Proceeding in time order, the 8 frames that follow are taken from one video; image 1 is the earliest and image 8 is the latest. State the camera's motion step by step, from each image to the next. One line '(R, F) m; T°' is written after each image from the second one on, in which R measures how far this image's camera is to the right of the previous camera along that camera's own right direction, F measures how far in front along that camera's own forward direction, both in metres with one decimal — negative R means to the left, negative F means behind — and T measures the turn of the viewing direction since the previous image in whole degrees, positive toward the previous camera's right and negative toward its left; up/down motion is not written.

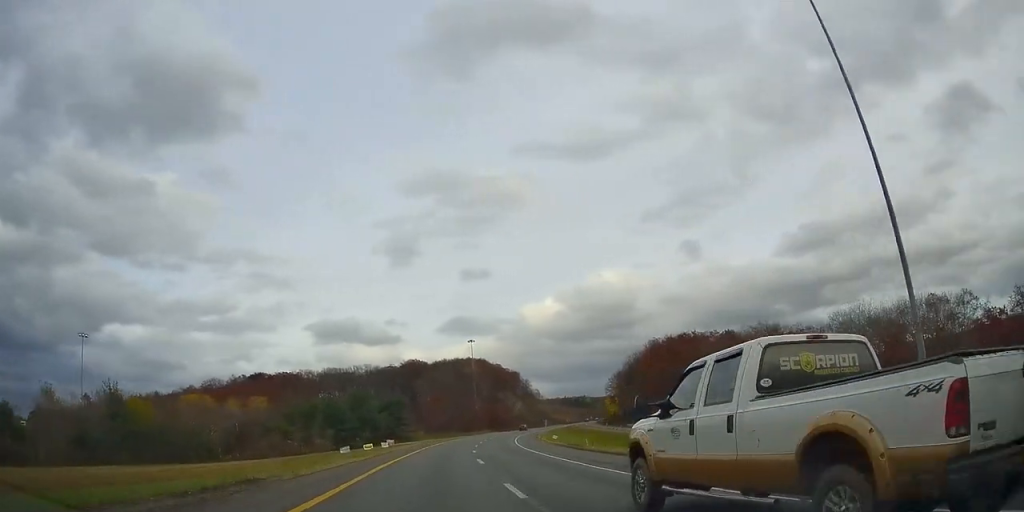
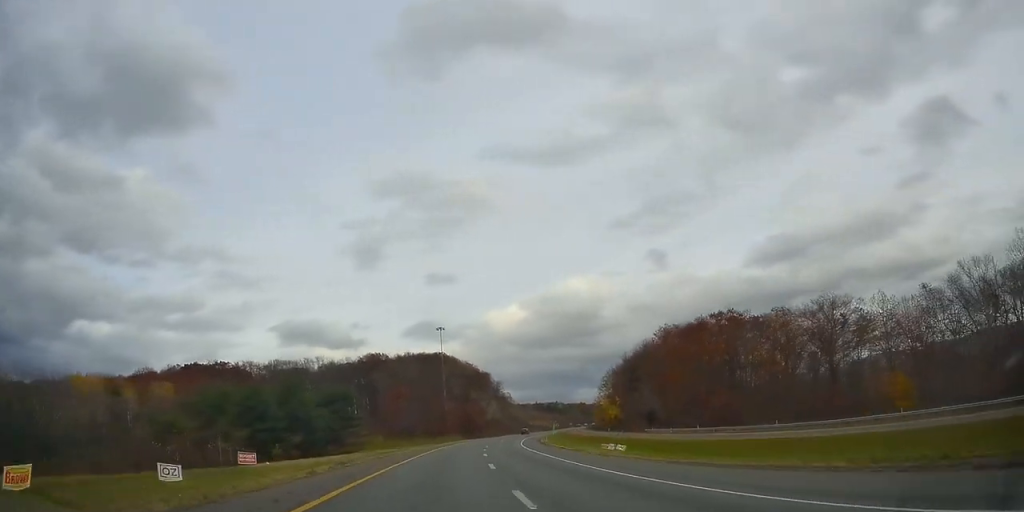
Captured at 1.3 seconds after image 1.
(+1.1, +37.4) m; +4°
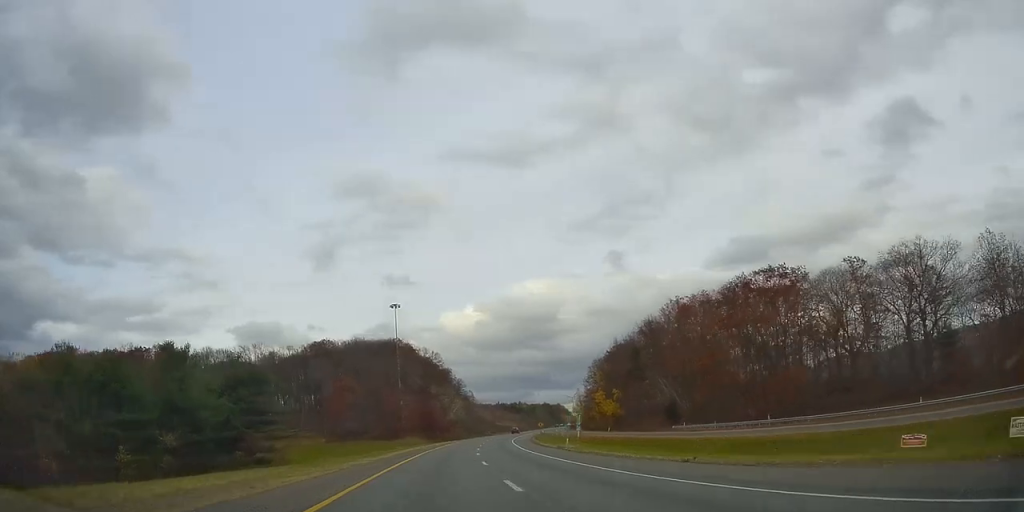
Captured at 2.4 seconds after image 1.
(+1.4, +33.5) m; +4°
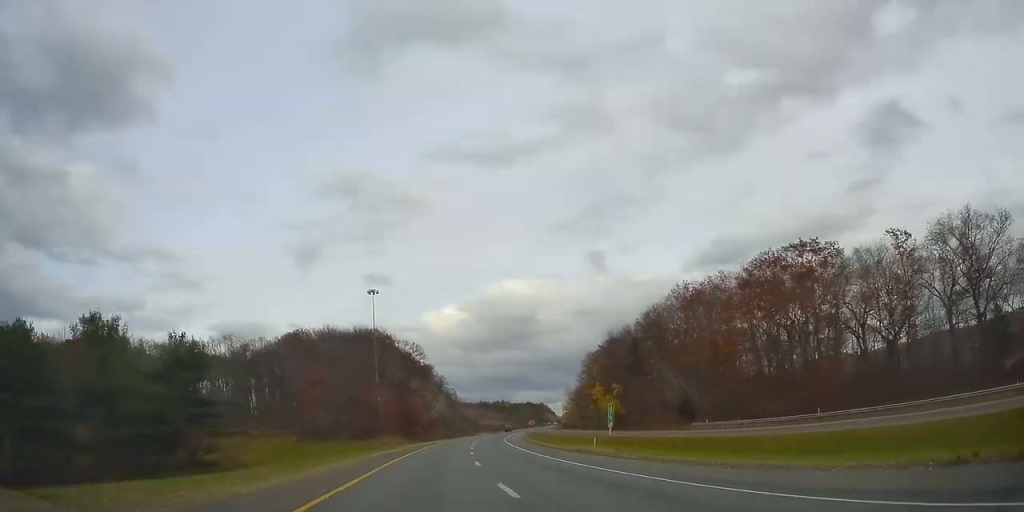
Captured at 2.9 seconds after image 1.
(+0.2, +13.4) m; +1°
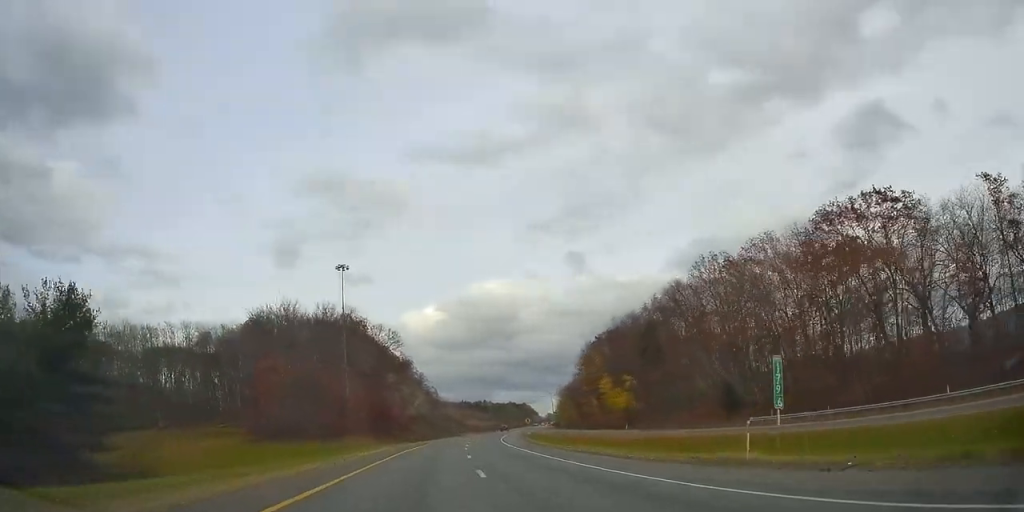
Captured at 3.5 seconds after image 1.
(-0.1, +19.8) m; +1°
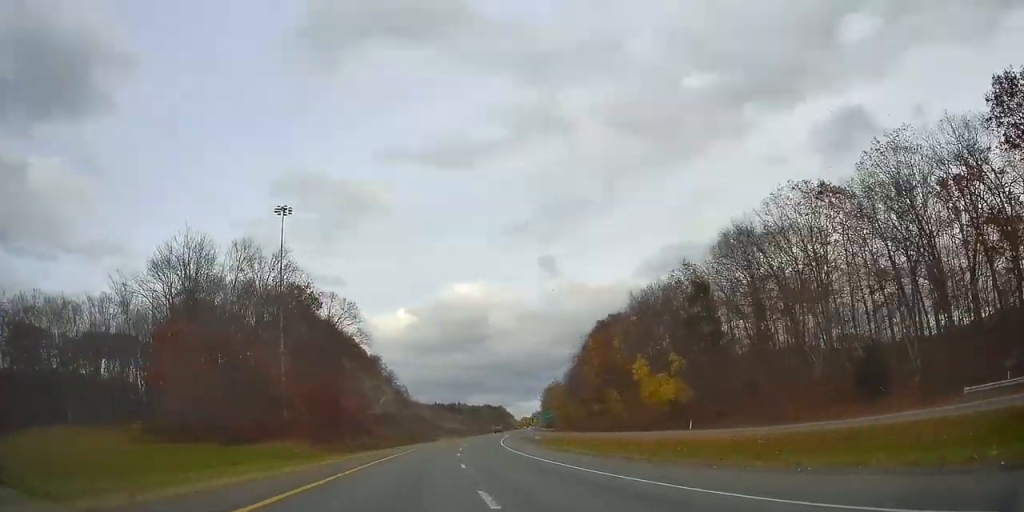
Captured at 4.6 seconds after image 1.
(+0.9, +31.1) m; +3°
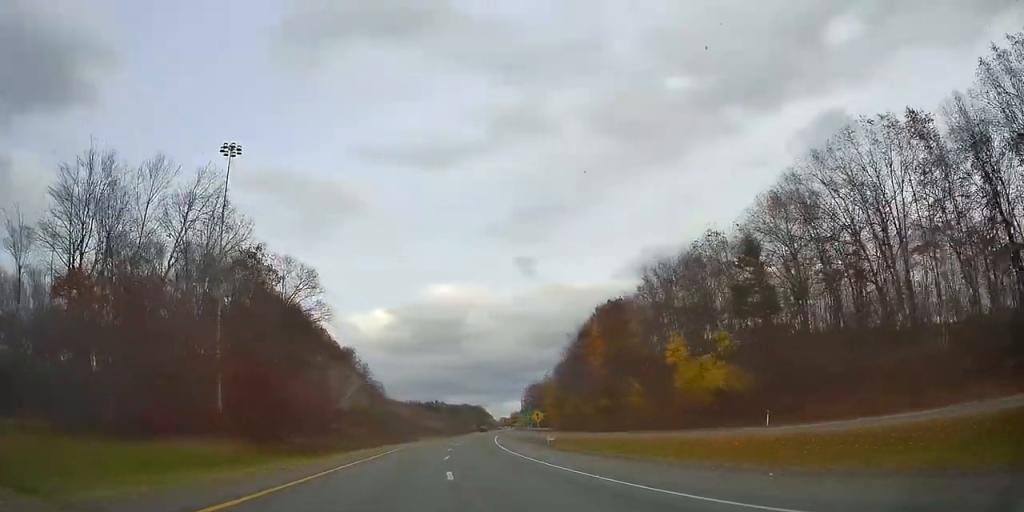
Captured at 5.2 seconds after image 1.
(+0.4, +18.3) m; +2°
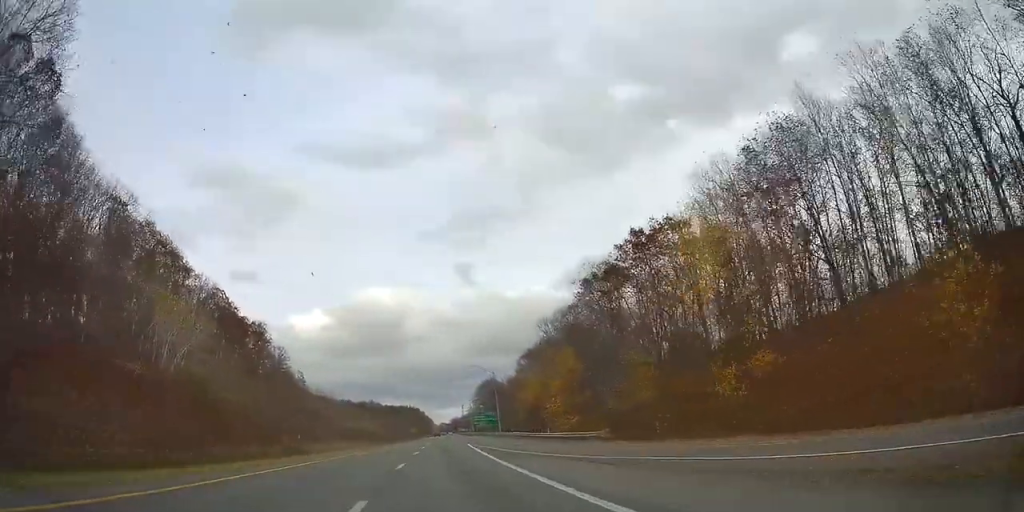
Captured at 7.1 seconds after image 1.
(+2.7, +57.0) m; +6°
